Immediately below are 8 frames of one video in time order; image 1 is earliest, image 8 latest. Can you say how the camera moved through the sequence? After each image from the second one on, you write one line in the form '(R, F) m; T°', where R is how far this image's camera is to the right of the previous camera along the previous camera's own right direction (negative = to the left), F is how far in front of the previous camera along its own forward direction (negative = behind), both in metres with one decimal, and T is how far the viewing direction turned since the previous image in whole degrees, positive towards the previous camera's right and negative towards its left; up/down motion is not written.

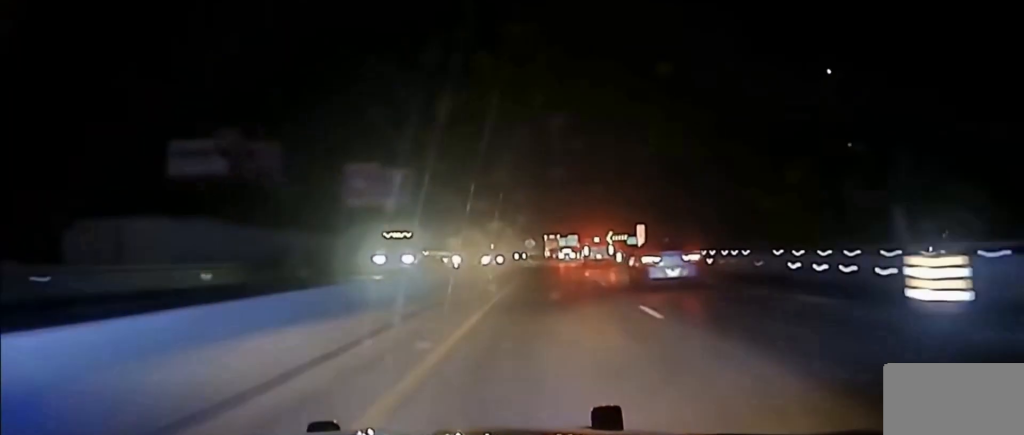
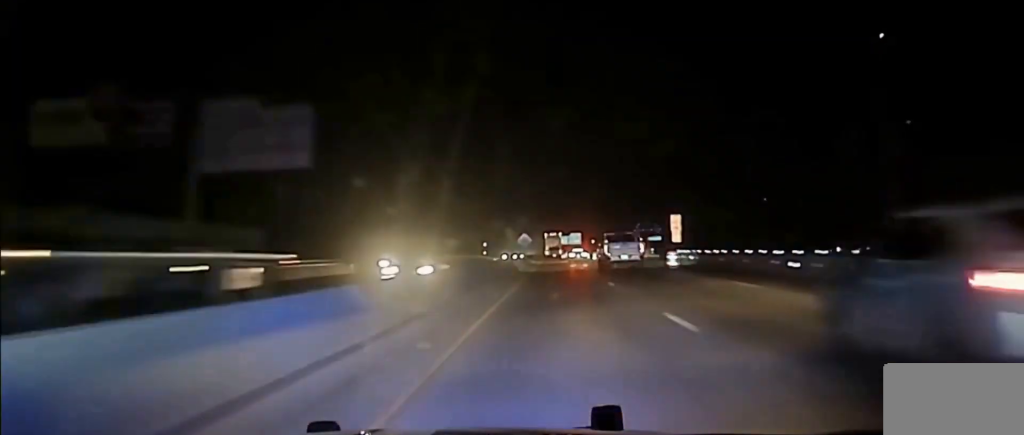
(0.0, +30.7) m; 0°
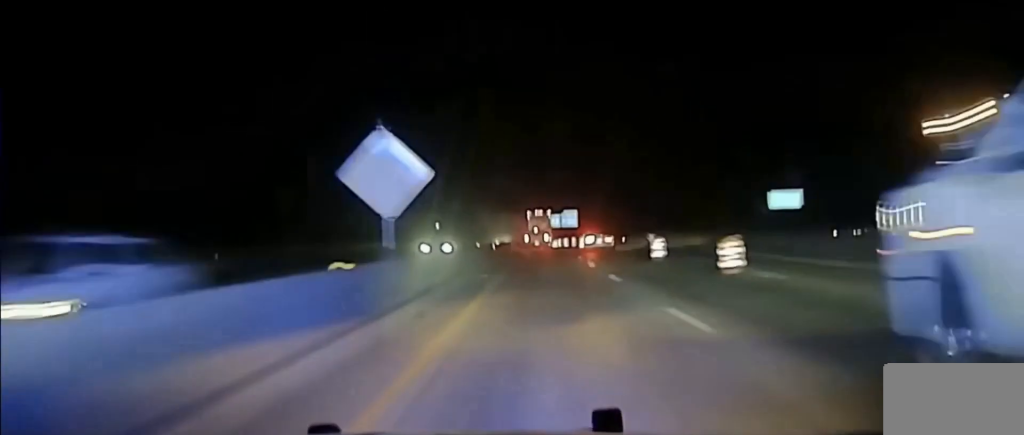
(+0.4, +76.3) m; 0°
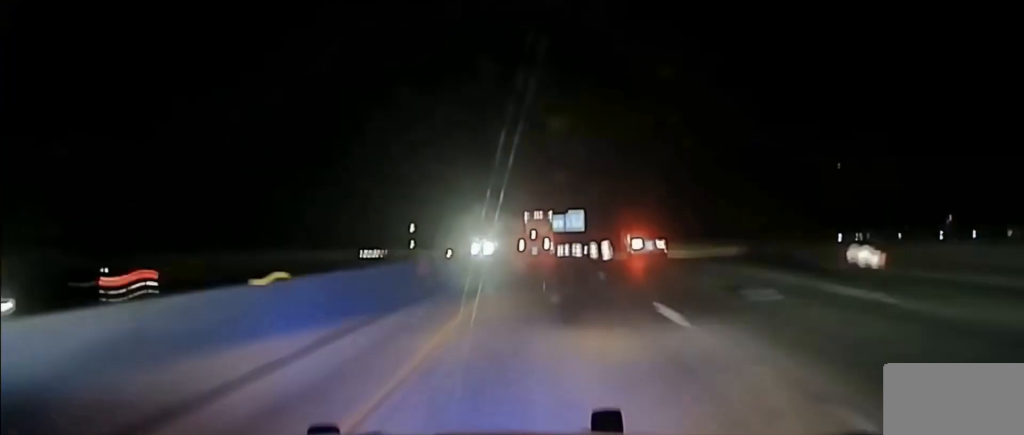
(-0.2, +35.8) m; 0°
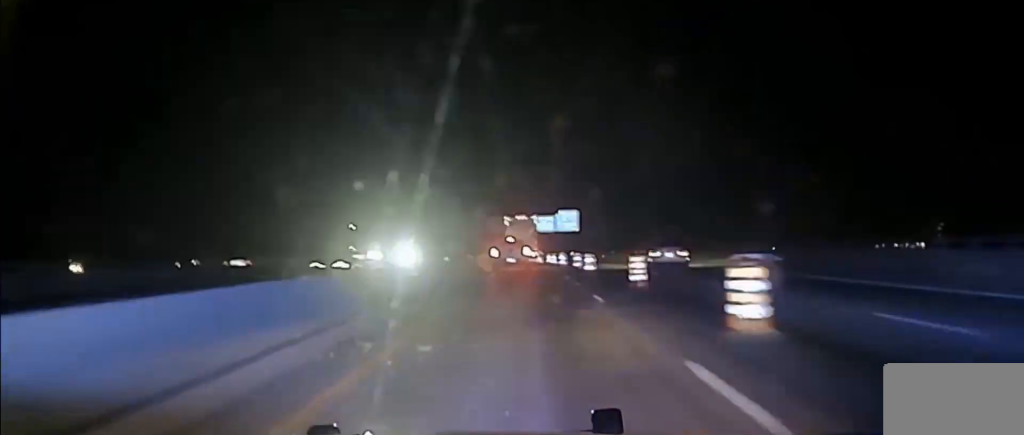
(+0.2, +37.6) m; +2°
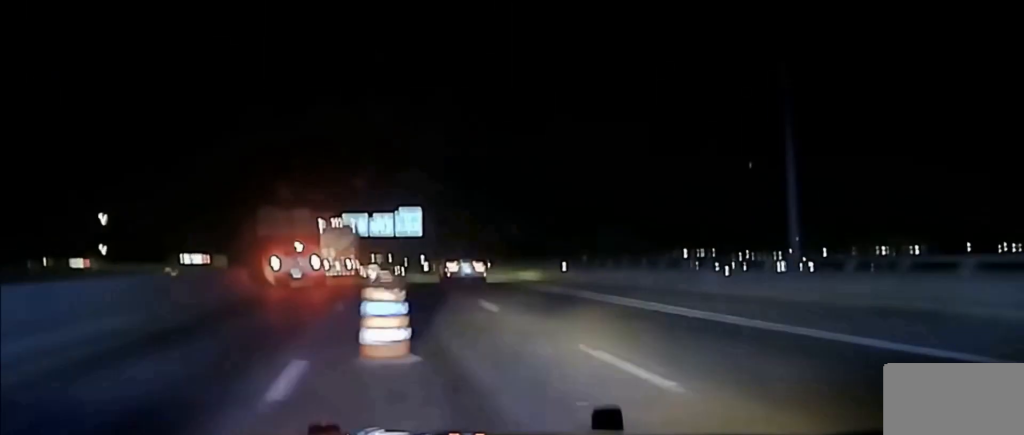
(+0.9, +31.6) m; +3°
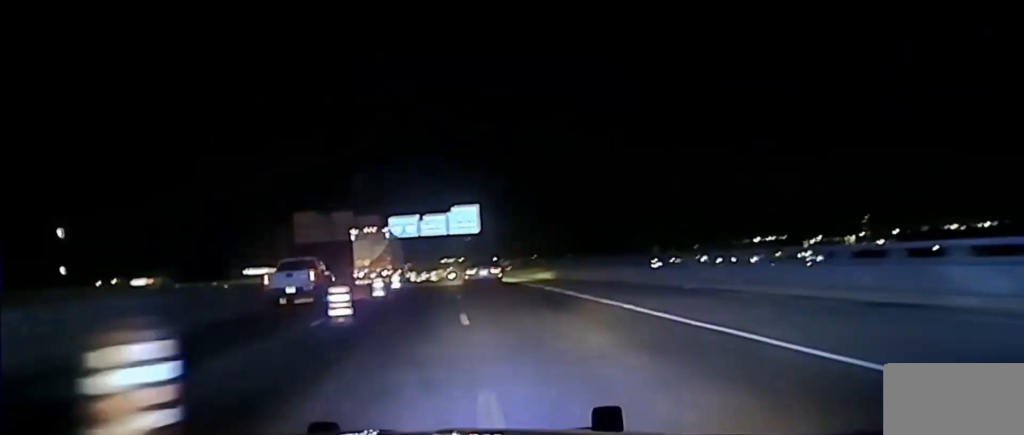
(+0.7, +15.4) m; +1°
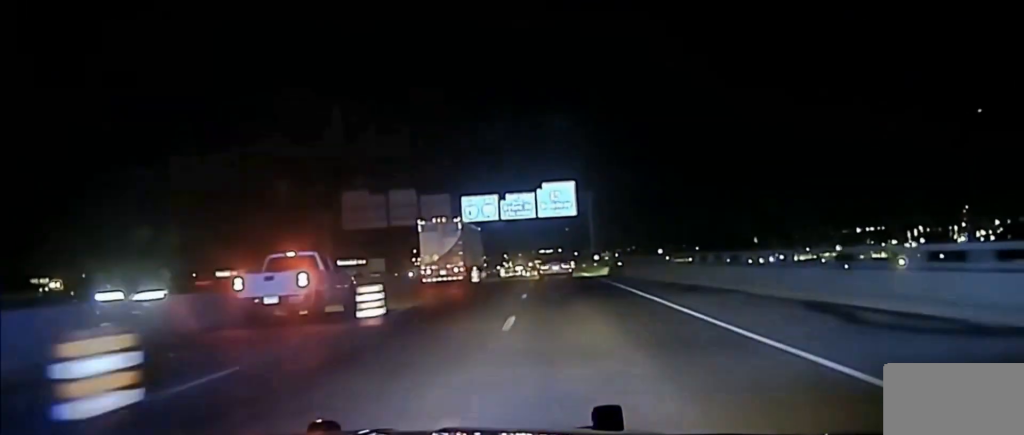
(-0.3, +25.7) m; -3°
